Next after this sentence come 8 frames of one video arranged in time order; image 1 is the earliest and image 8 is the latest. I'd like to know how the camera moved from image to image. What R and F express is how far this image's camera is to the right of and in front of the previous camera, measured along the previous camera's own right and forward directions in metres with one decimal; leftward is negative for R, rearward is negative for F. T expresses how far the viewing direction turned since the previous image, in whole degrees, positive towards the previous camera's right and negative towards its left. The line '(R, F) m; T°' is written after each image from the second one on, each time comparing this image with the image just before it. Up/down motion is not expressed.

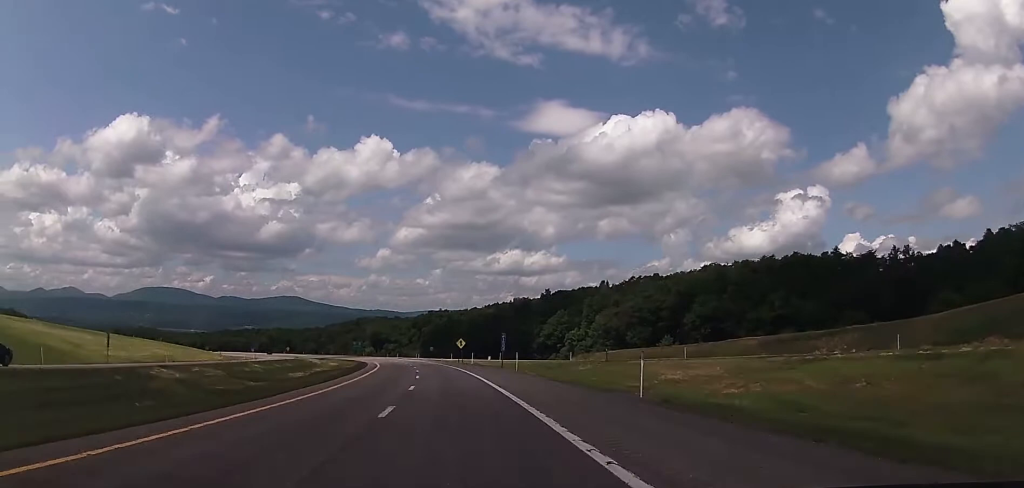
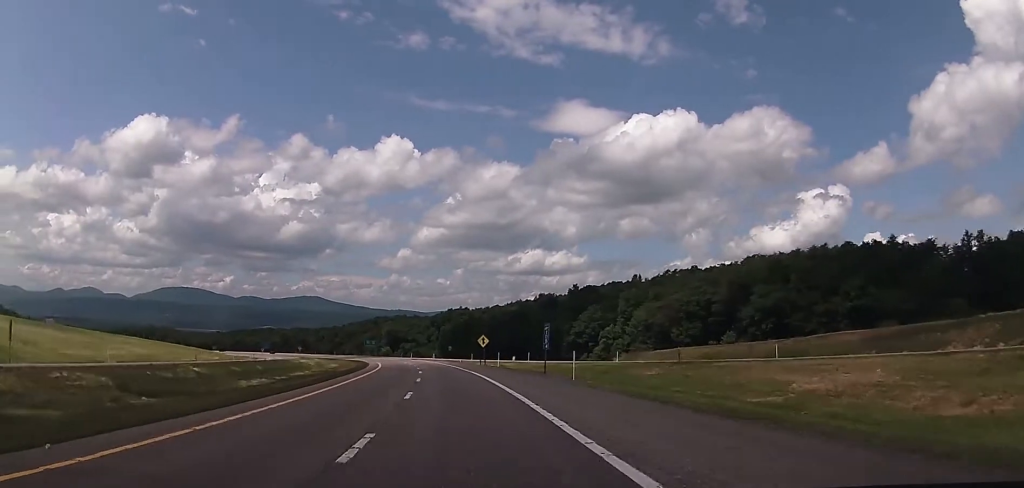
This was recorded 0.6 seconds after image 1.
(-0.2, +18.6) m; -2°
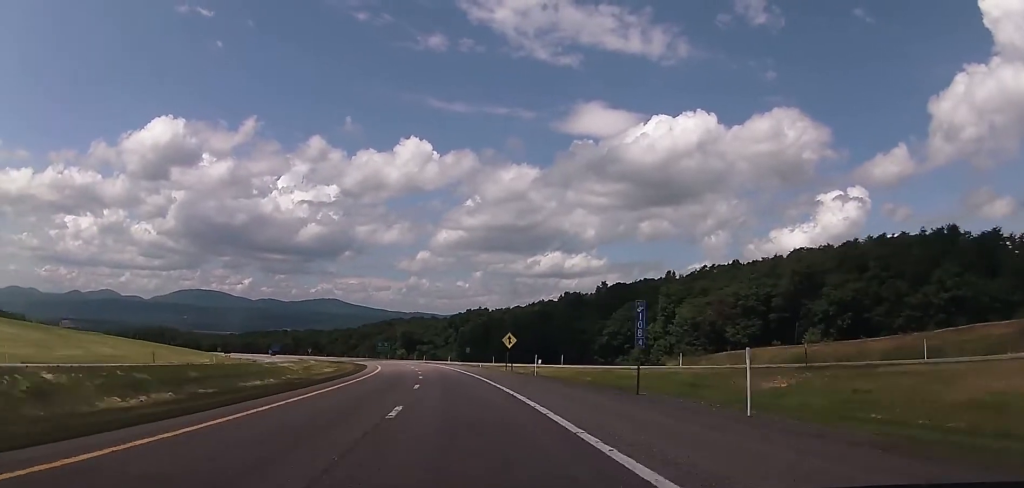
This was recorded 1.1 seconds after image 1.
(-0.4, +18.6) m; -2°
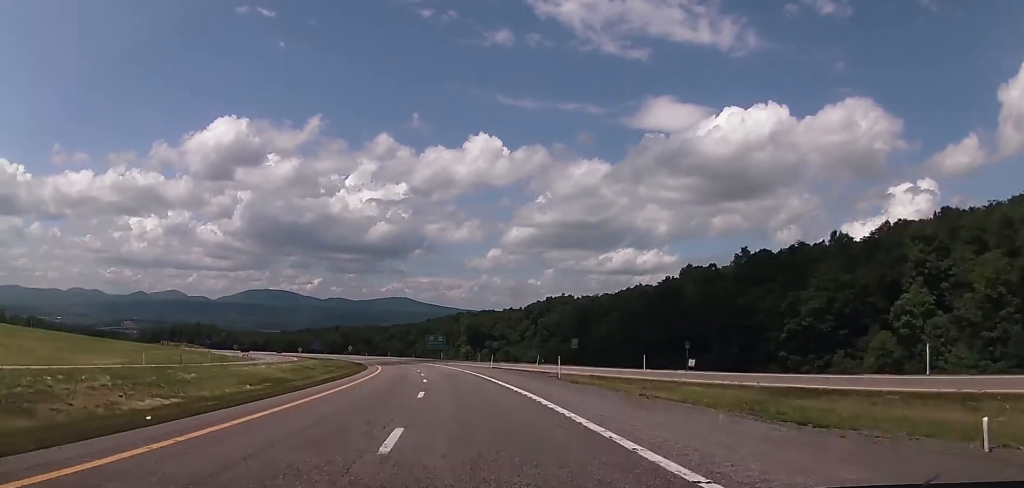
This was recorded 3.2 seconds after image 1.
(-3.8, +66.6) m; -7°
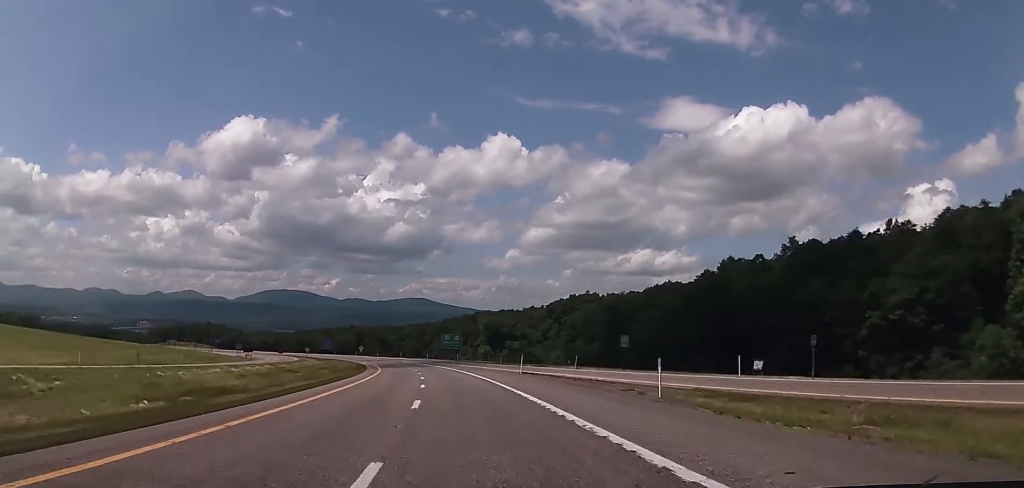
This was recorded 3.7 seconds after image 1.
(-0.3, +16.5) m; -1°
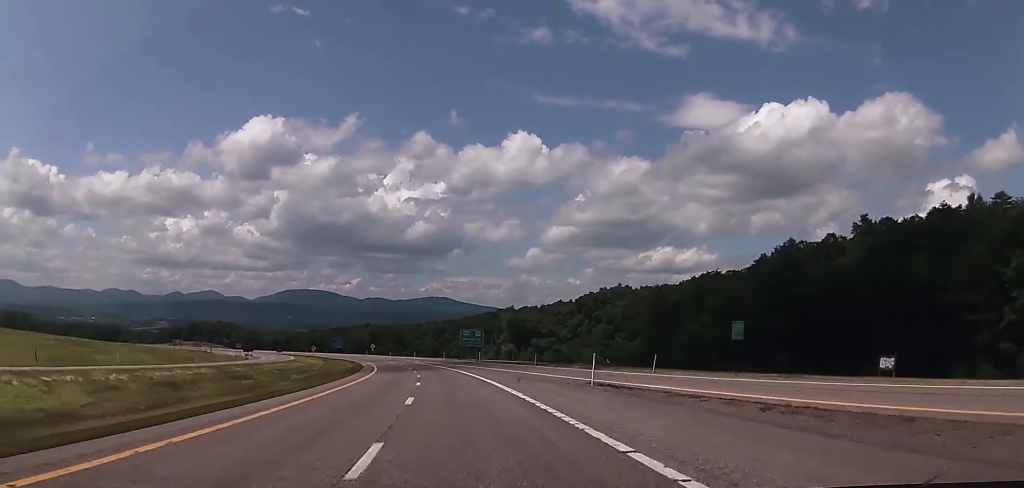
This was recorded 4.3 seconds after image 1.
(-0.2, +22.0) m; -2°
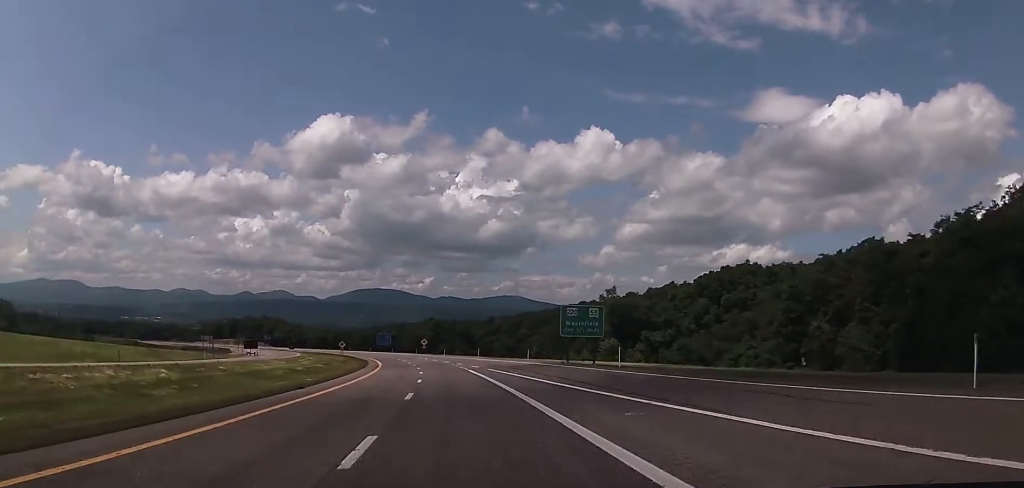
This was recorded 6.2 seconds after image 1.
(-3.2, +60.8) m; -6°
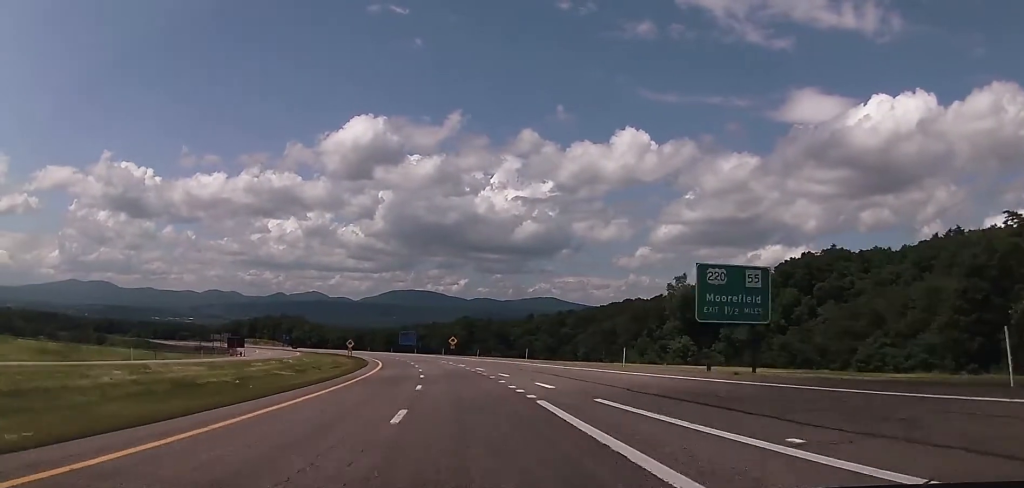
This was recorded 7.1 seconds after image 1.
(-0.8, +32.1) m; -3°
